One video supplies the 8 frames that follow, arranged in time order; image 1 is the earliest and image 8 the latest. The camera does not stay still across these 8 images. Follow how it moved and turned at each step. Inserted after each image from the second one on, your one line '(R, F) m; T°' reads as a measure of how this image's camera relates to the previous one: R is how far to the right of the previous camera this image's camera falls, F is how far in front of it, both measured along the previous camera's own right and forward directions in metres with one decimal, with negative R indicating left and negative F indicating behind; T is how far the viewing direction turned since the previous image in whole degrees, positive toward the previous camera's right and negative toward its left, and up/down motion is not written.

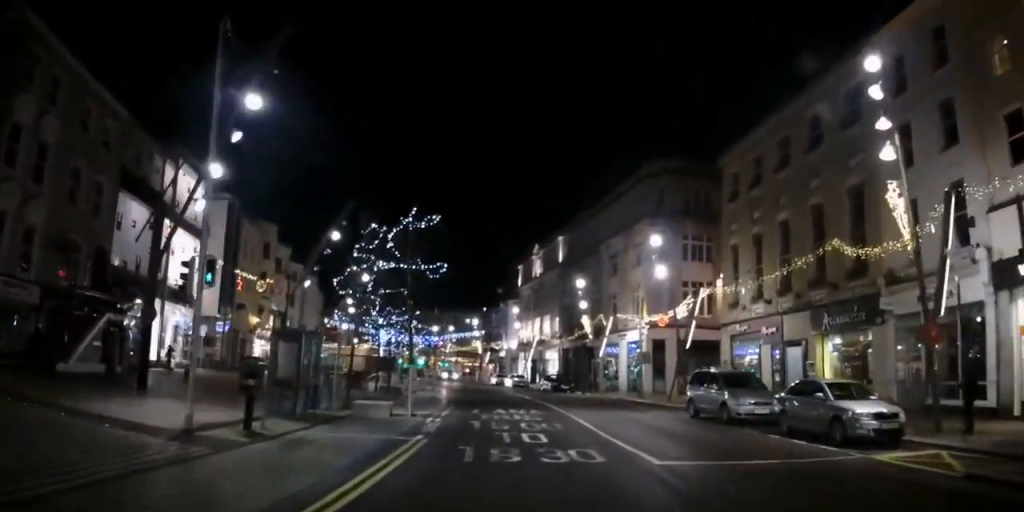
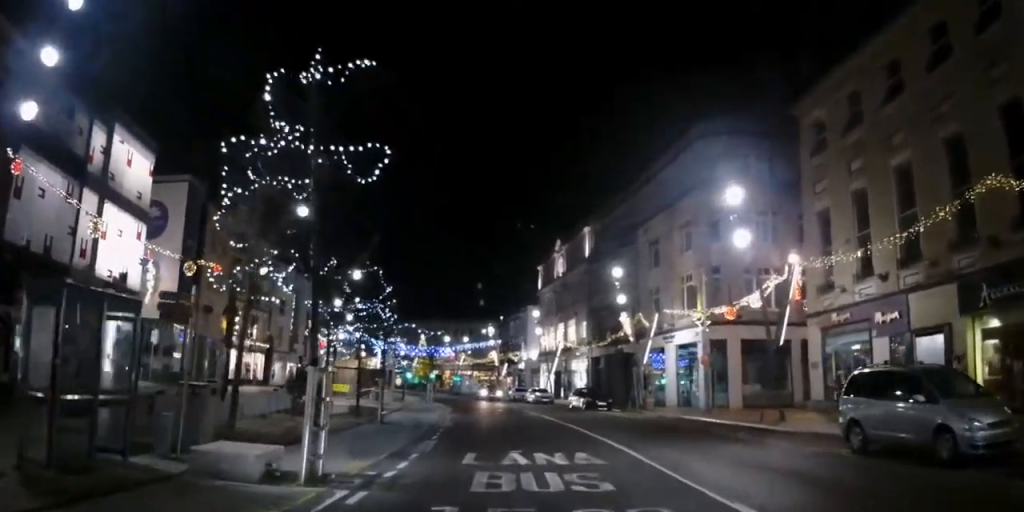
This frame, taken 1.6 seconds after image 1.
(+0.2, +9.8) m; -2°
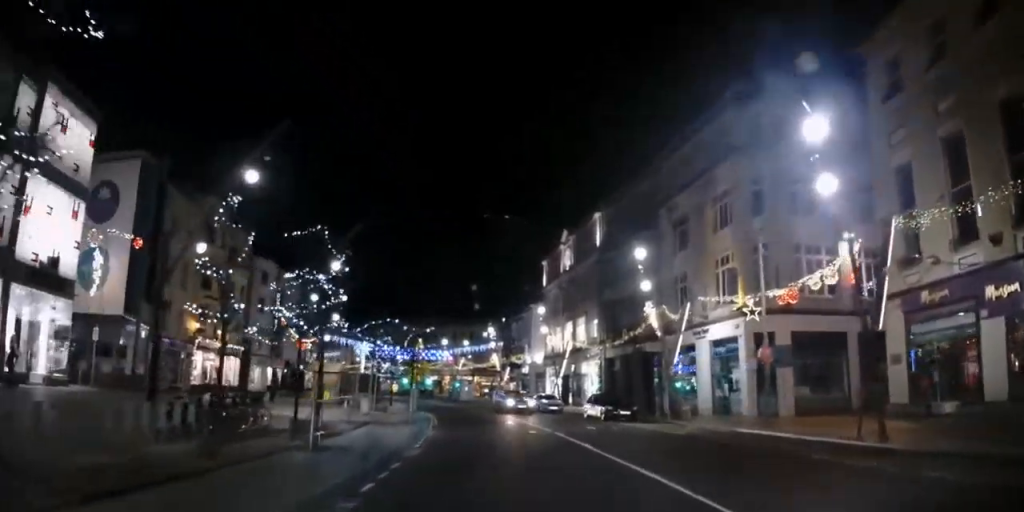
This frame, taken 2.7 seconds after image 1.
(-0.5, +6.8) m; -2°
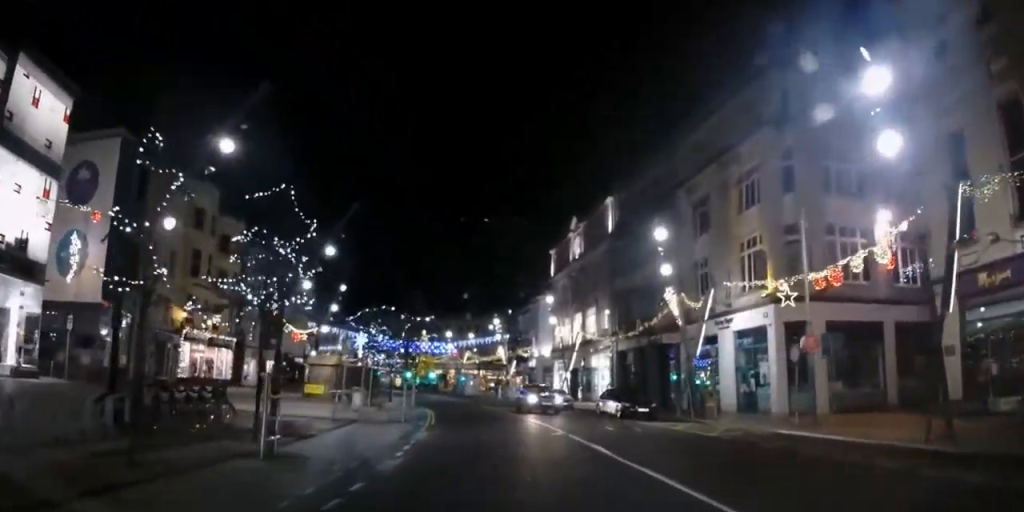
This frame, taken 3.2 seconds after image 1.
(-0.1, +3.0) m; +3°
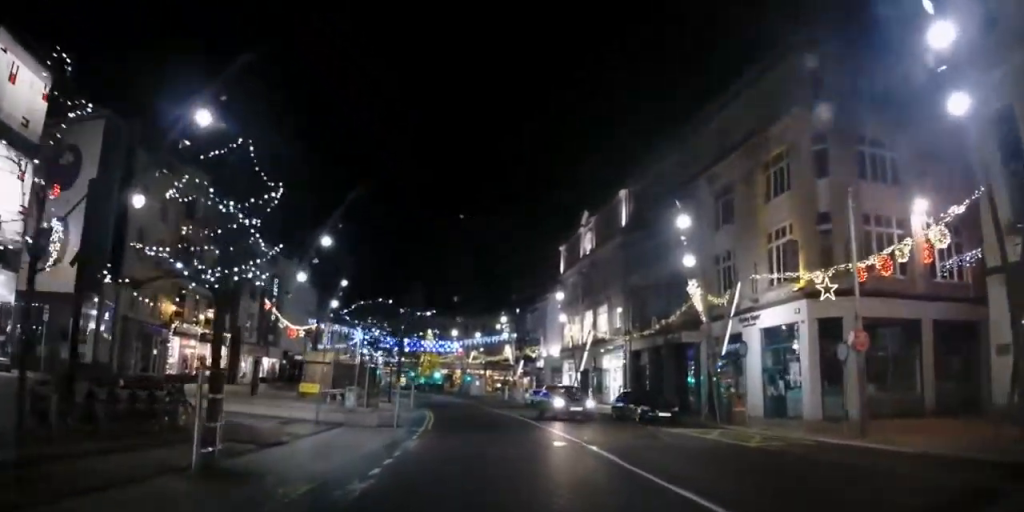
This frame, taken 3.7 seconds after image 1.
(+0.2, +2.8) m; -1°
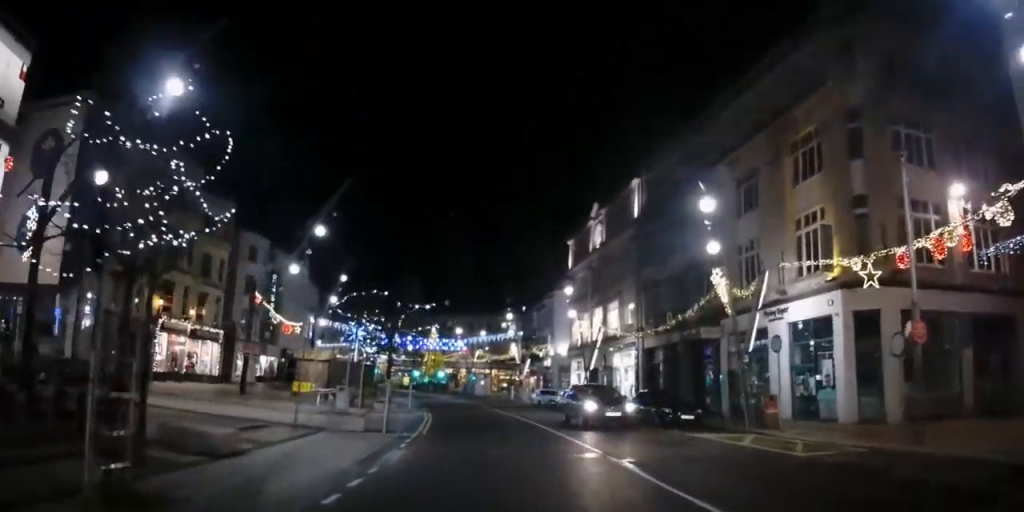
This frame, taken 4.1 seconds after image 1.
(+0.3, +2.5) m; -2°
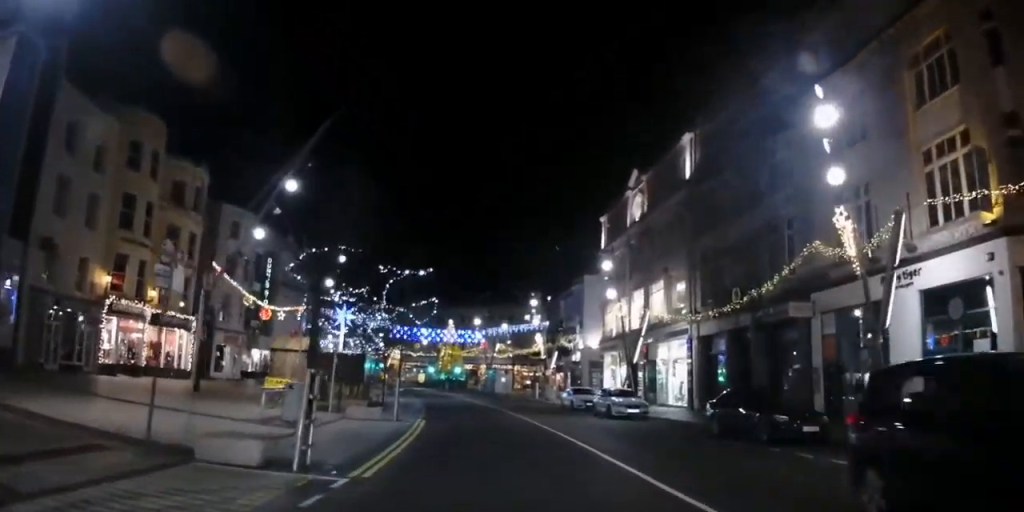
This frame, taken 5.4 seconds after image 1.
(-1.0, +8.1) m; -6°
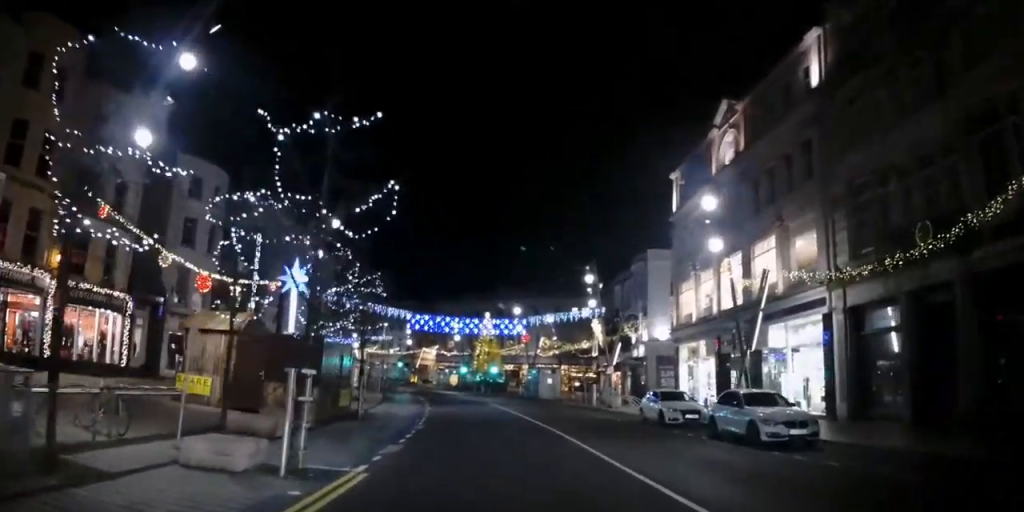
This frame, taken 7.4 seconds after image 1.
(+0.9, +12.7) m; -2°
